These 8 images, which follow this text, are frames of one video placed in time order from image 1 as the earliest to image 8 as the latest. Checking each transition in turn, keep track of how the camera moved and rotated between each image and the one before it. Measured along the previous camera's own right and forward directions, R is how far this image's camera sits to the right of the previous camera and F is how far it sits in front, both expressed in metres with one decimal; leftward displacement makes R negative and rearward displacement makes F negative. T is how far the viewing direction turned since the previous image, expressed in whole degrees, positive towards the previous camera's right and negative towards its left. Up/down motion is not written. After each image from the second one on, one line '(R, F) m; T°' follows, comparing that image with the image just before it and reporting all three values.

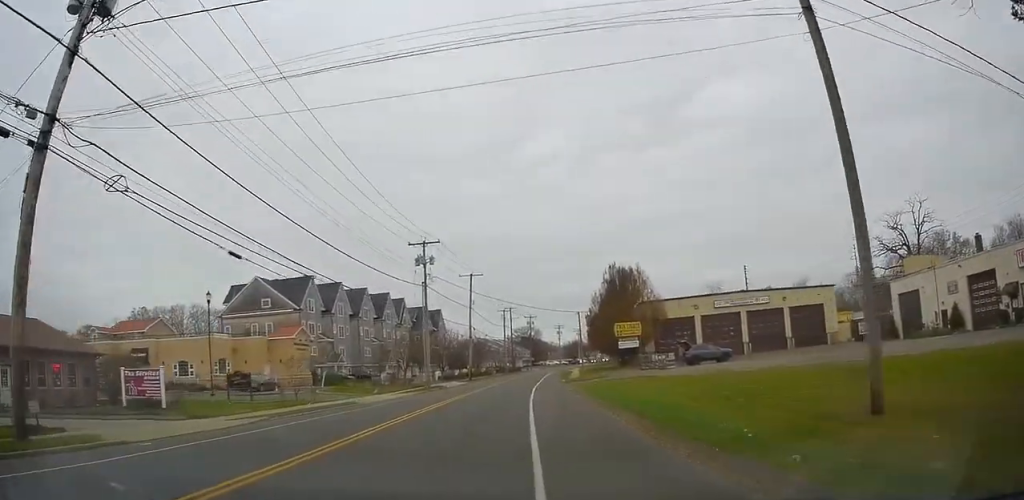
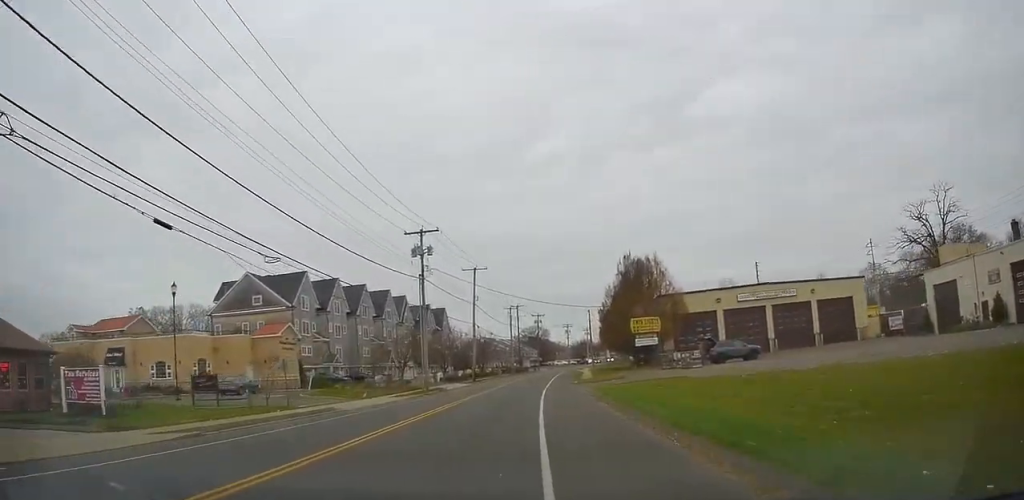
(+0.3, +4.9) m; -2°
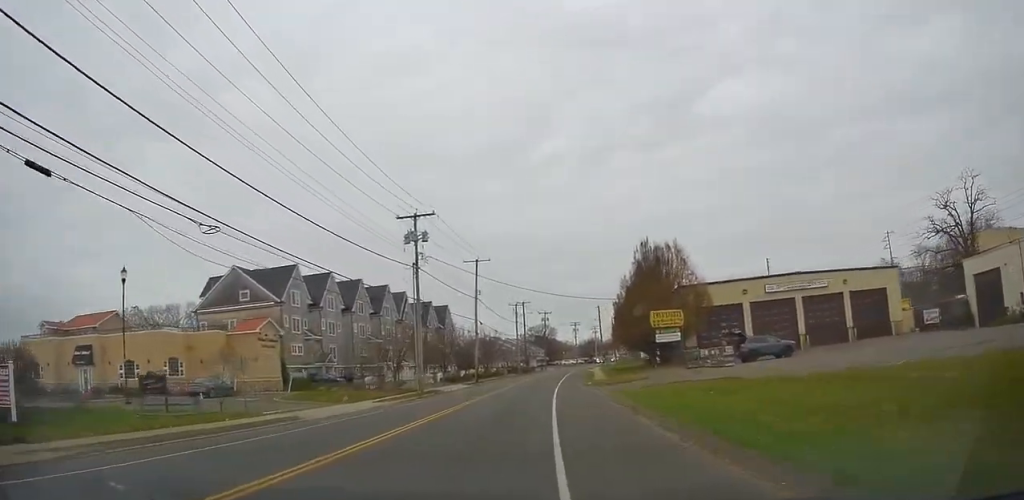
(-0.6, +5.3) m; -1°
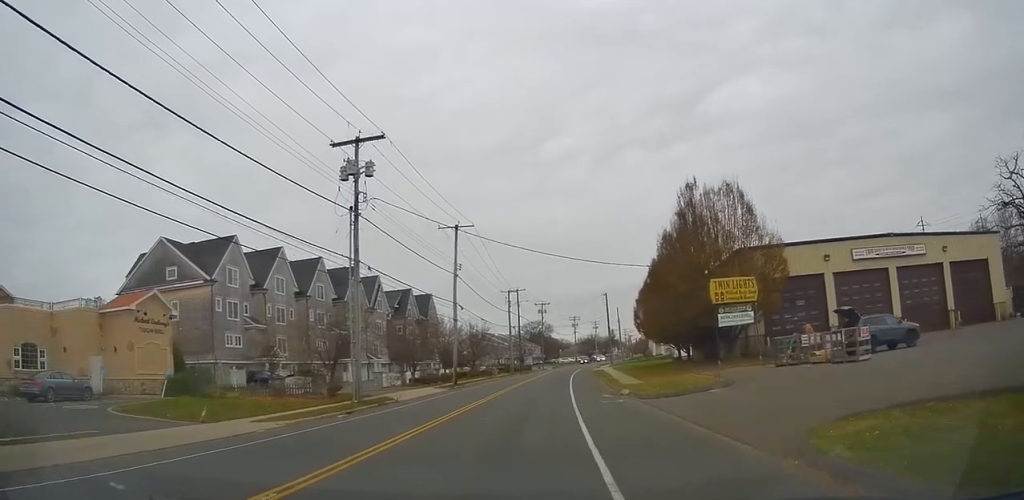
(+0.6, +15.3) m; +6°
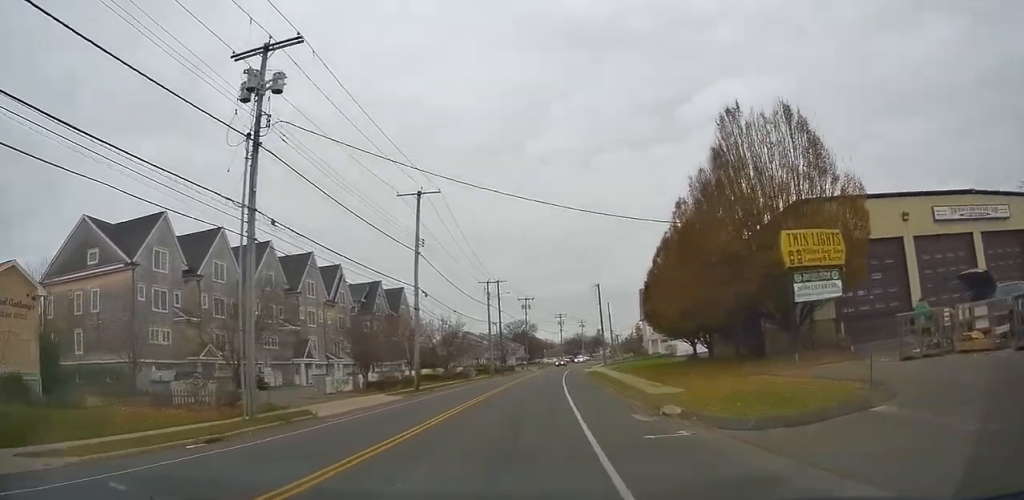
(+0.1, +10.1) m; -3°
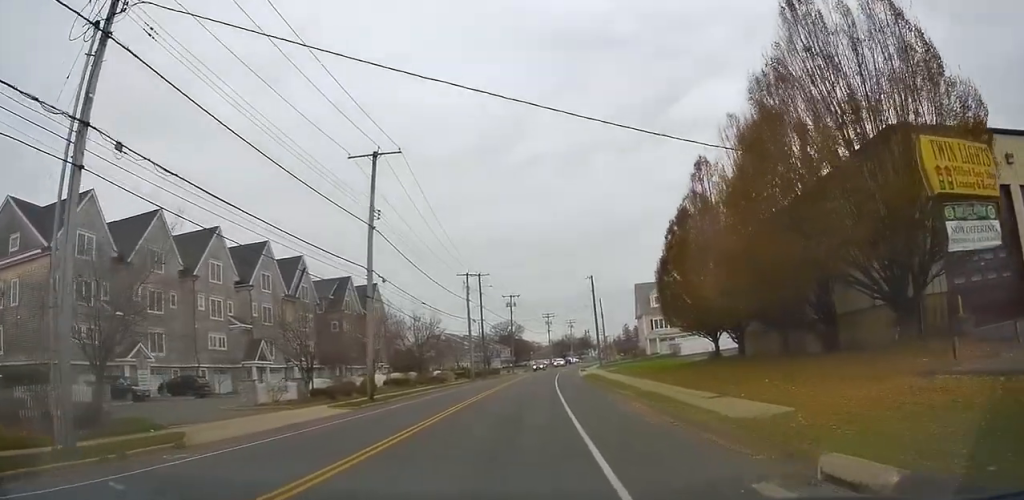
(-0.9, +8.3) m; +1°
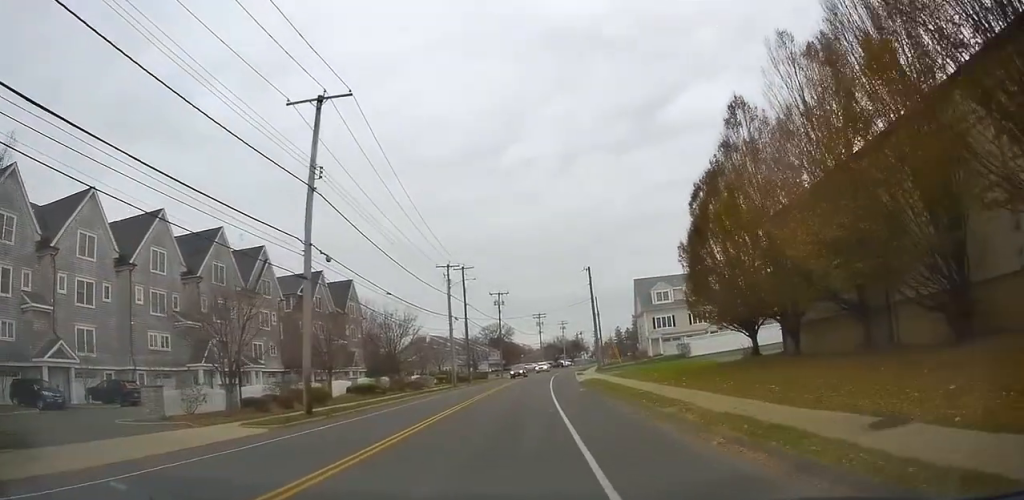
(+0.9, +7.8) m; +3°
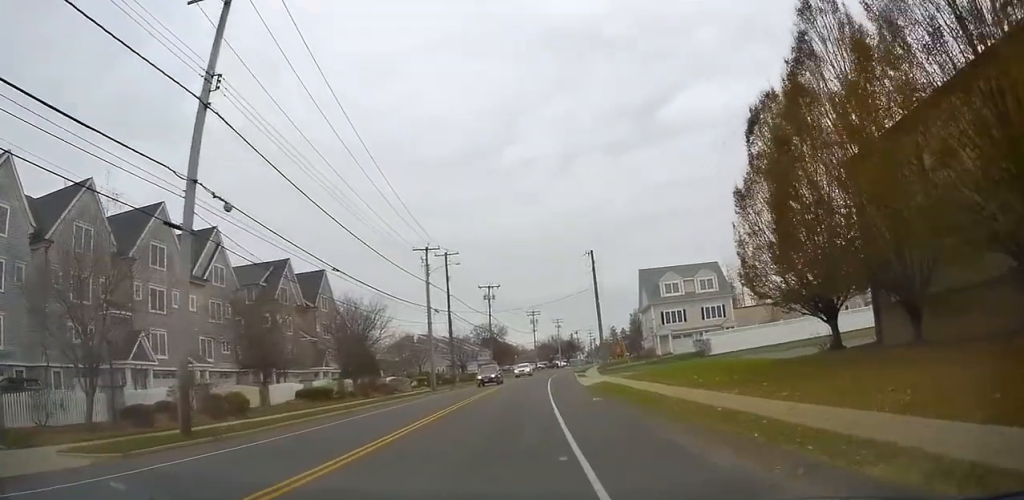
(+0.1, +8.5) m; 0°
